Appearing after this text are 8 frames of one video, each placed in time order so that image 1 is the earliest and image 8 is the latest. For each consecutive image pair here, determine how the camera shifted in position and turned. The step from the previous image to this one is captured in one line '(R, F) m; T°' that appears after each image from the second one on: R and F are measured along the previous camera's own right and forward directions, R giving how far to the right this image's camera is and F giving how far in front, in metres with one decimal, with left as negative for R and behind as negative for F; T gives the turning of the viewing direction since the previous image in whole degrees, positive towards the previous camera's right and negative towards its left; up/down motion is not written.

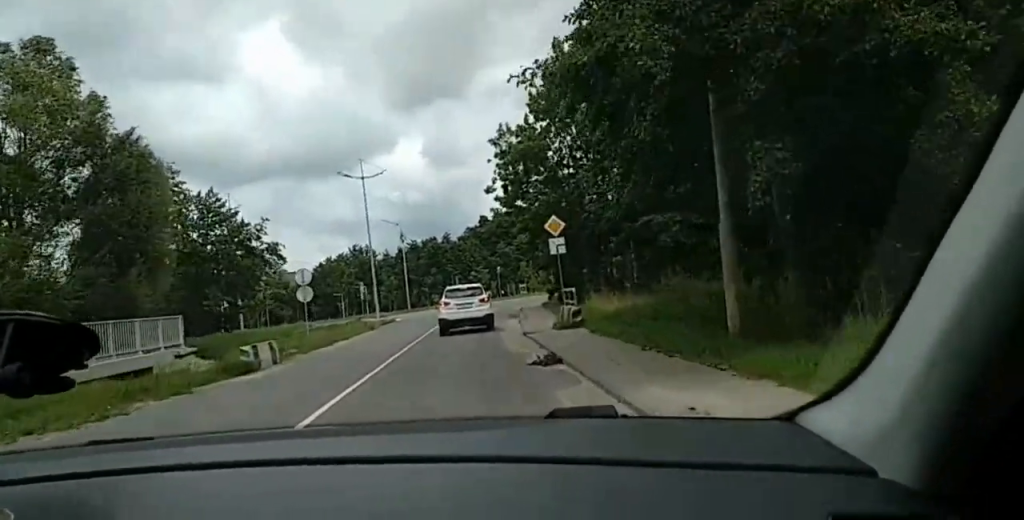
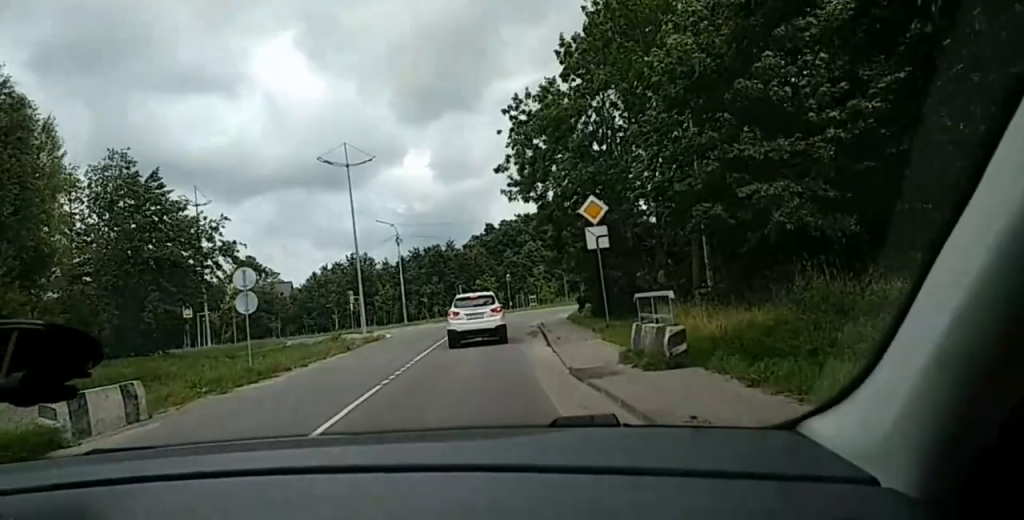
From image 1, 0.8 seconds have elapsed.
(0.0, +9.5) m; +2°
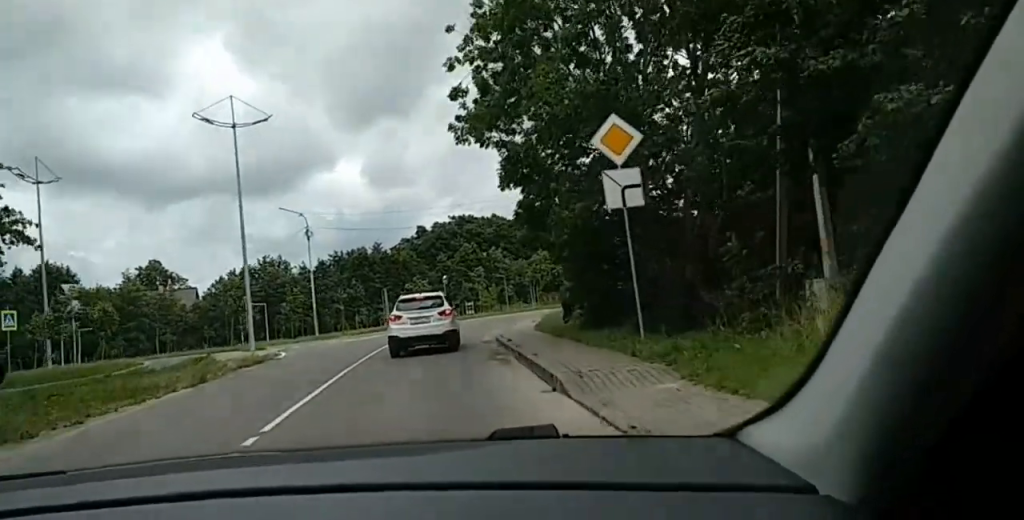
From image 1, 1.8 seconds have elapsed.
(+0.3, +10.7) m; +2°
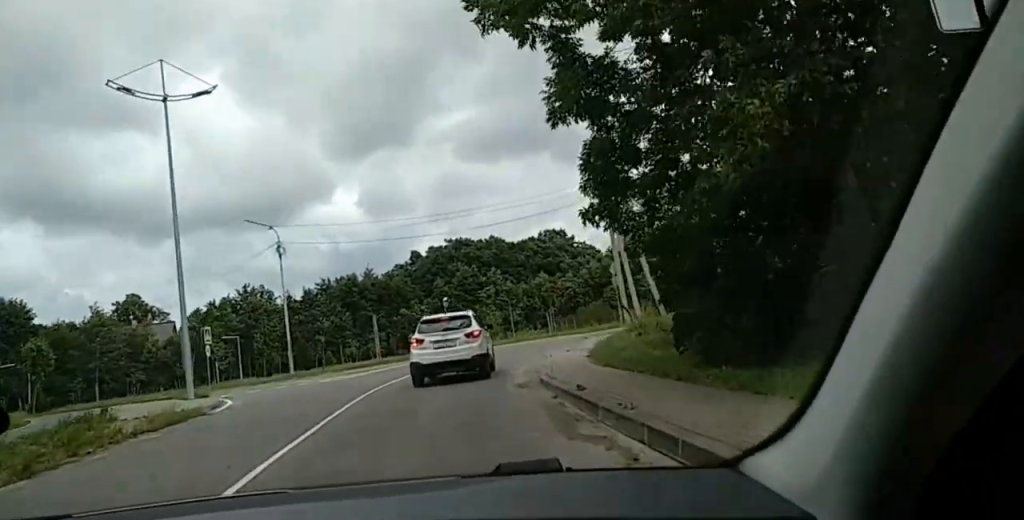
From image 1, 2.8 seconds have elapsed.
(0.0, +9.4) m; 0°
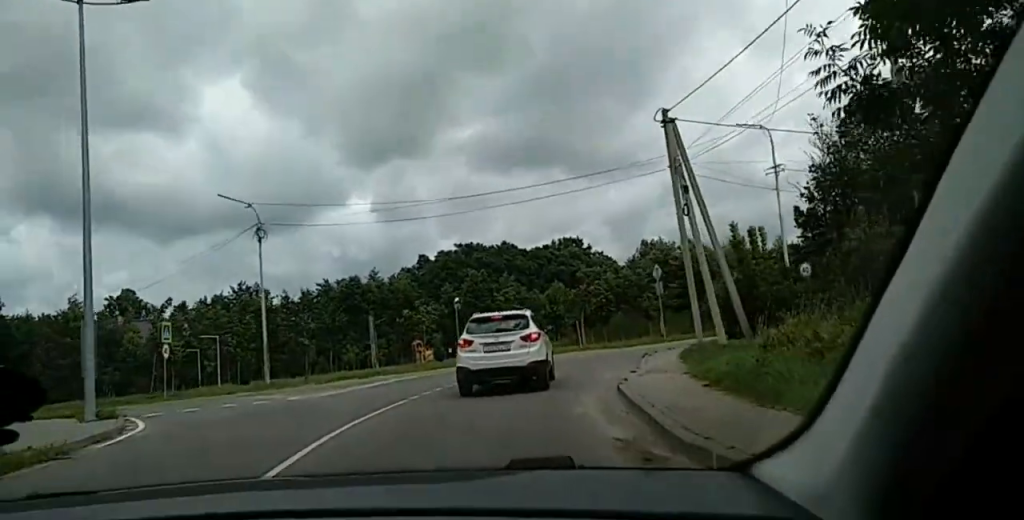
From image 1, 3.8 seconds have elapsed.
(0.0, +8.2) m; 0°
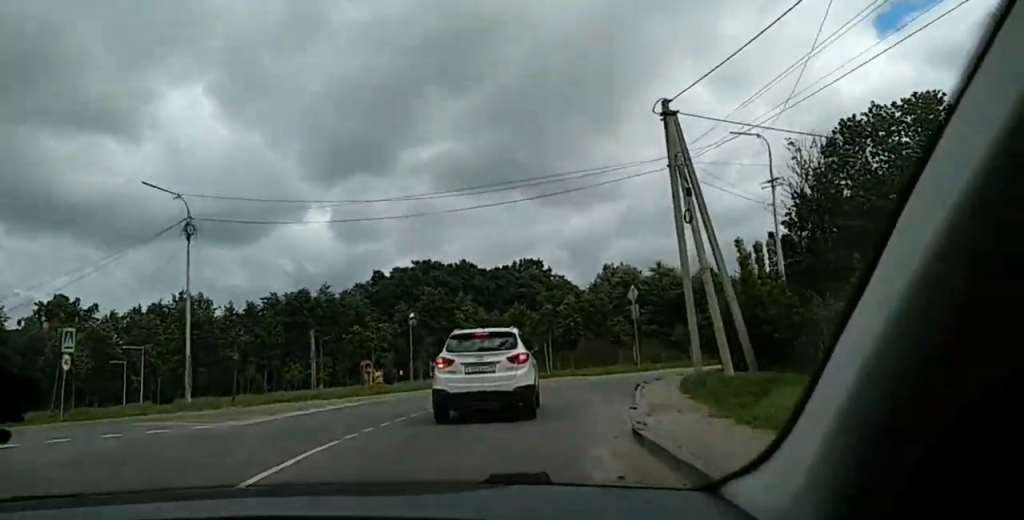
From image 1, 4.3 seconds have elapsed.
(0.0, +4.0) m; 0°
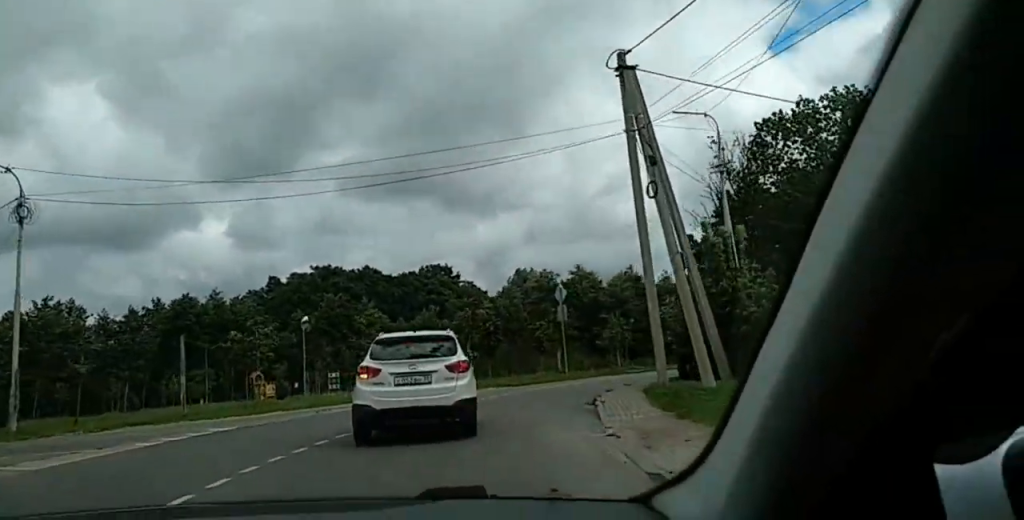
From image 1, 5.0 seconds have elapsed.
(0.0, +4.4) m; 0°
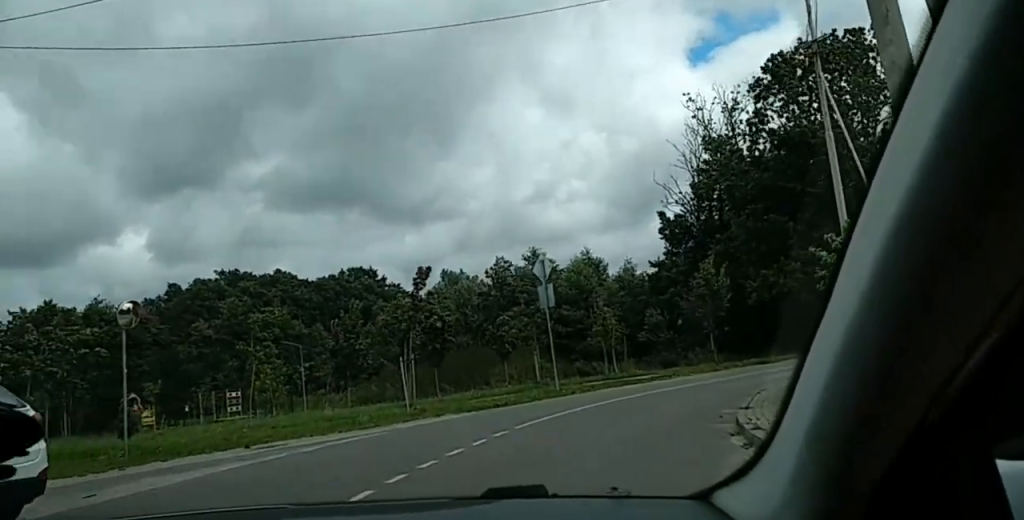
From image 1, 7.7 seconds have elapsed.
(+1.2, +13.4) m; +17°
